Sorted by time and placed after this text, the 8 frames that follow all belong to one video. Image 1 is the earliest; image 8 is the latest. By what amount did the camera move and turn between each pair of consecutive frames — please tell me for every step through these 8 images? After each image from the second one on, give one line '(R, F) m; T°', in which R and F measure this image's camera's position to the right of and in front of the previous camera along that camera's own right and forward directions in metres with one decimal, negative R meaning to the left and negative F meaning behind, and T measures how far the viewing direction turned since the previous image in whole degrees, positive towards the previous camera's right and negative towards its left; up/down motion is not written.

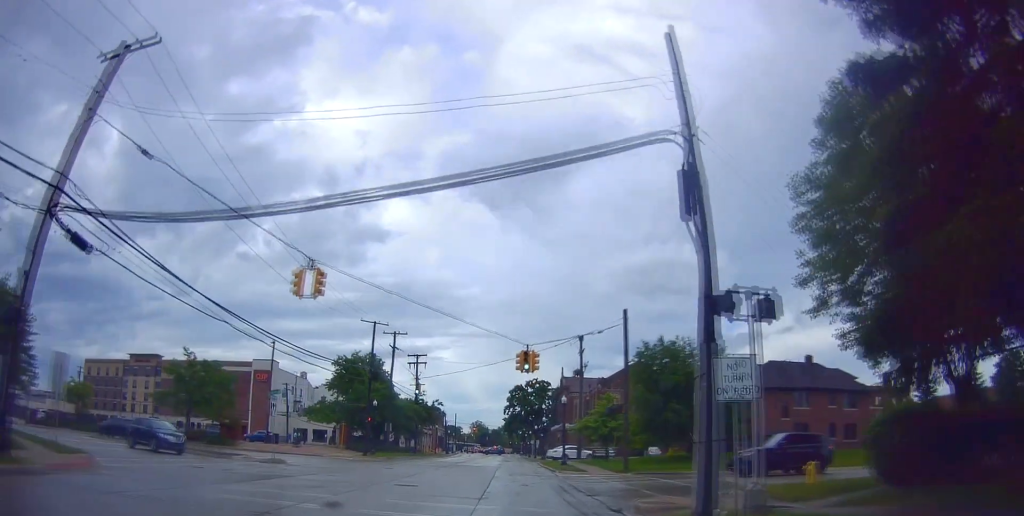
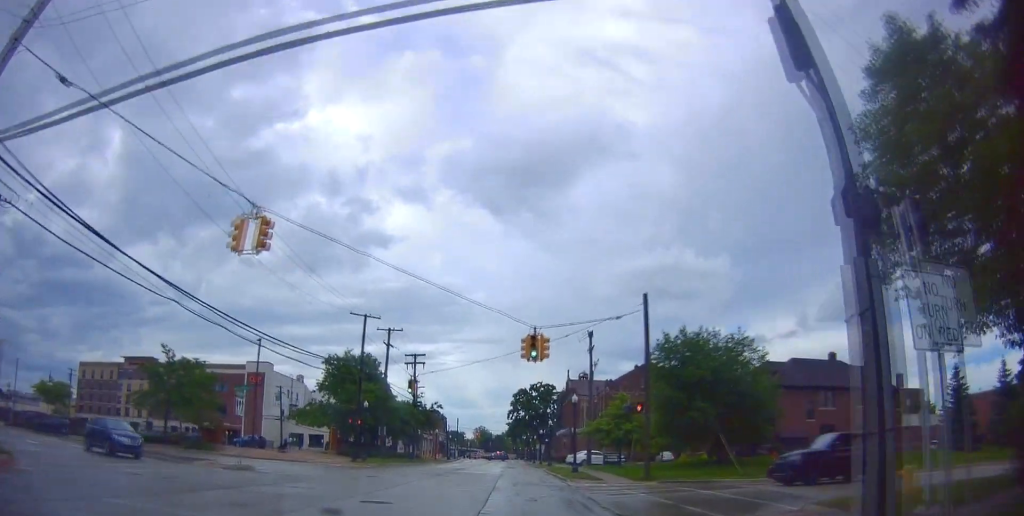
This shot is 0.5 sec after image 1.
(-0.1, +4.5) m; -4°
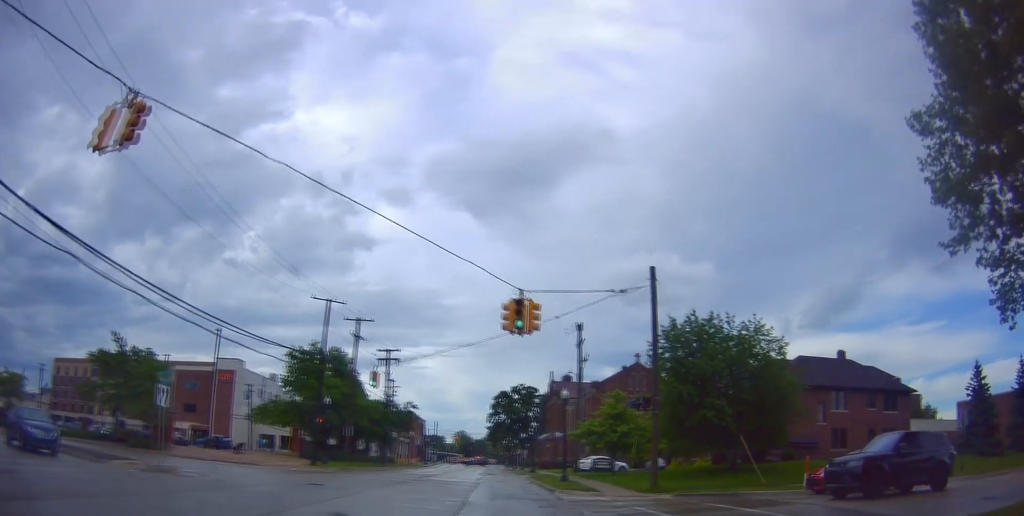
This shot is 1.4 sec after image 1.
(-0.3, +6.0) m; -5°
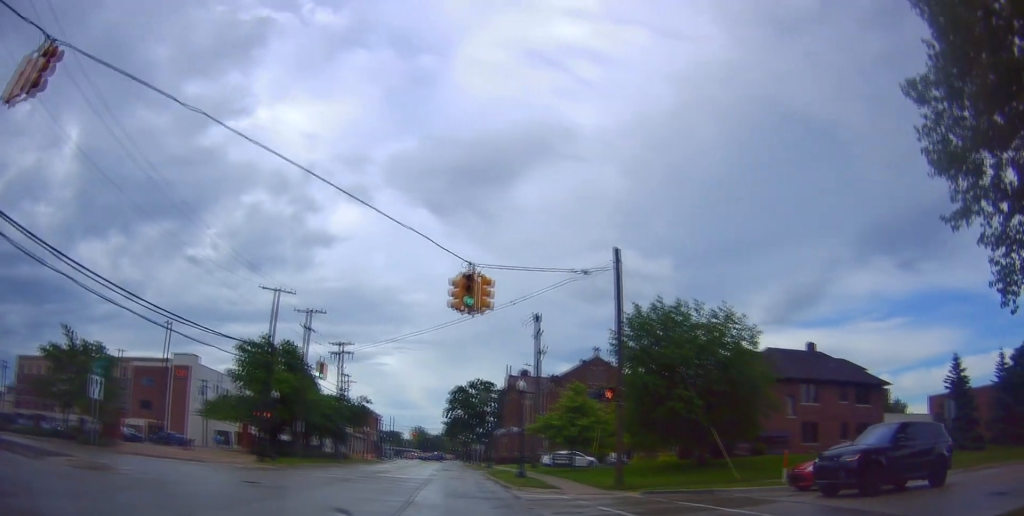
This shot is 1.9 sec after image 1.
(-0.6, +1.9) m; +4°
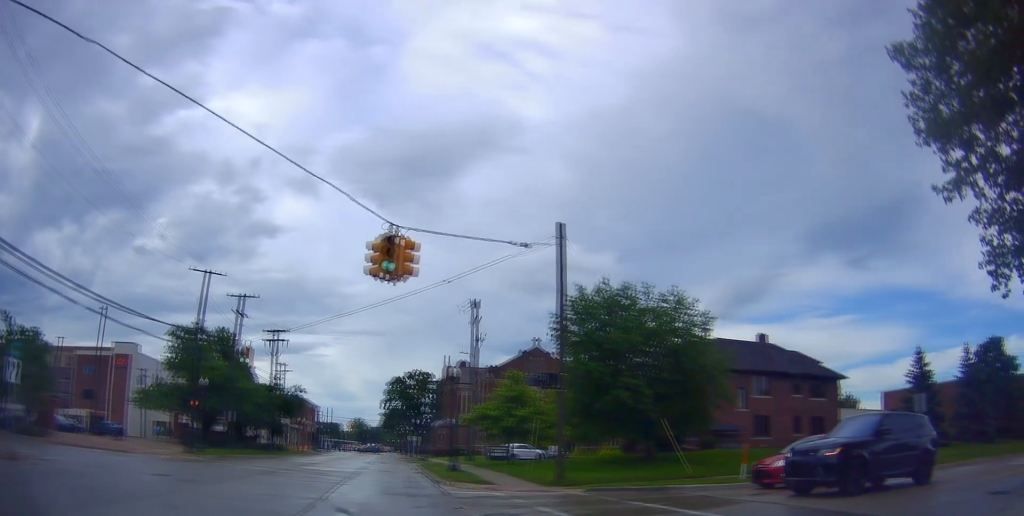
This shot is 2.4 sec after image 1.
(0.0, +1.8) m; +11°
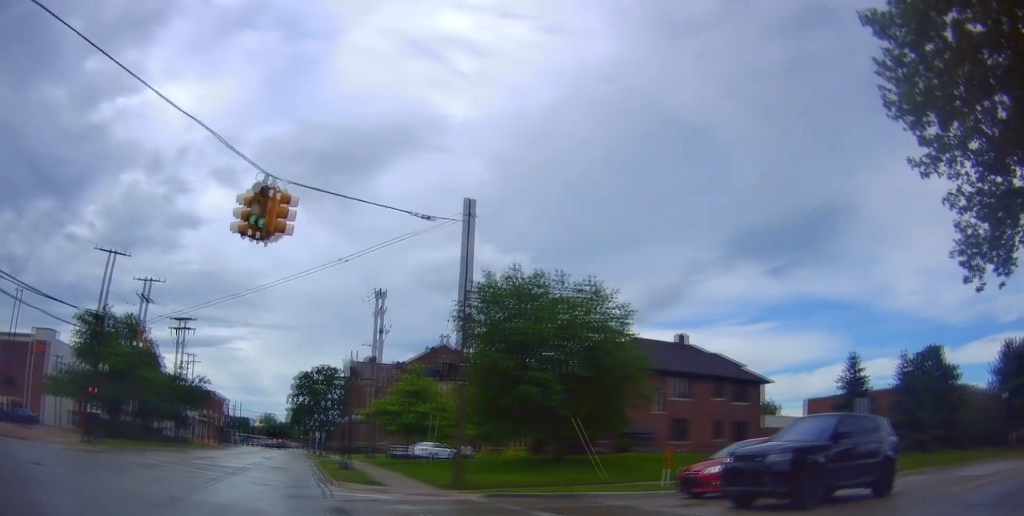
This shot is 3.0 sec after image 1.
(+0.8, +1.9) m; +19°
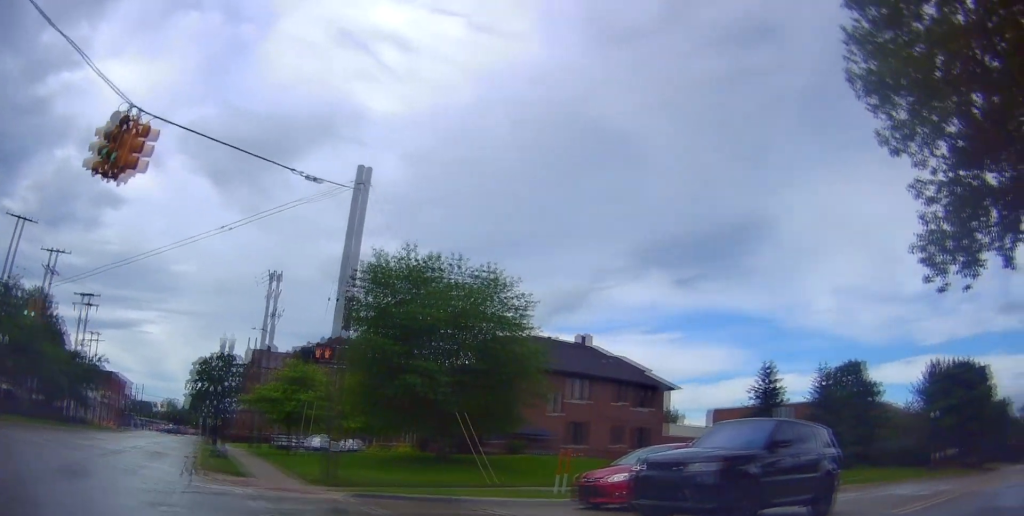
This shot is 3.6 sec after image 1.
(+0.2, +1.8) m; +10°
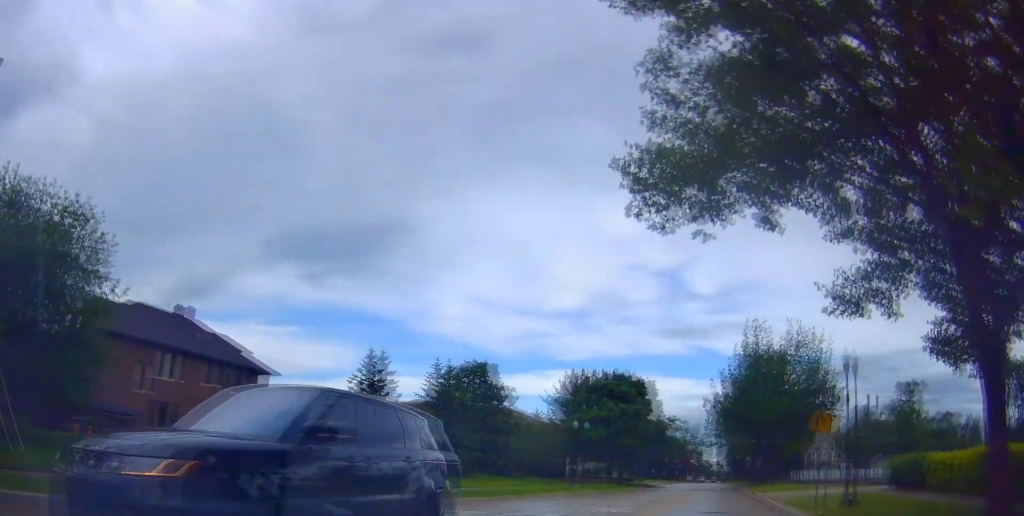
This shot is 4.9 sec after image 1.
(+0.5, +3.8) m; +24°
